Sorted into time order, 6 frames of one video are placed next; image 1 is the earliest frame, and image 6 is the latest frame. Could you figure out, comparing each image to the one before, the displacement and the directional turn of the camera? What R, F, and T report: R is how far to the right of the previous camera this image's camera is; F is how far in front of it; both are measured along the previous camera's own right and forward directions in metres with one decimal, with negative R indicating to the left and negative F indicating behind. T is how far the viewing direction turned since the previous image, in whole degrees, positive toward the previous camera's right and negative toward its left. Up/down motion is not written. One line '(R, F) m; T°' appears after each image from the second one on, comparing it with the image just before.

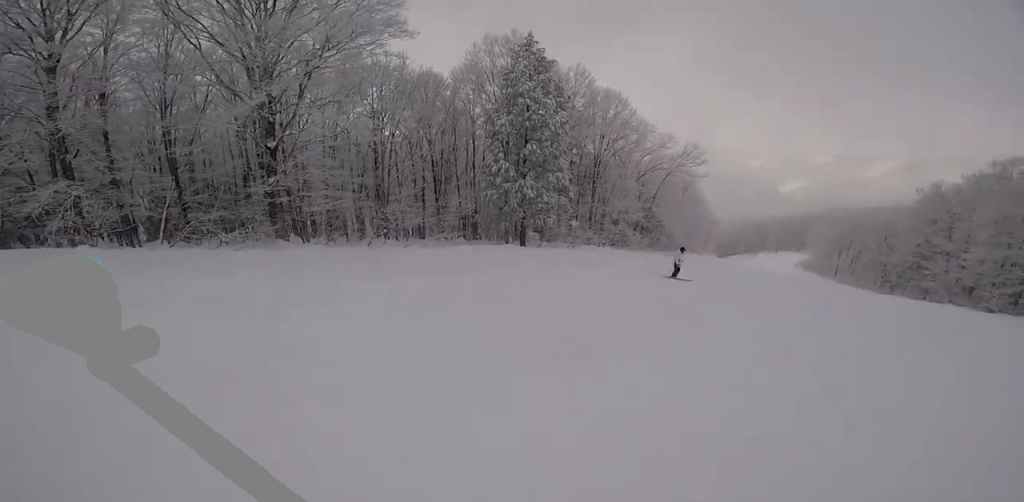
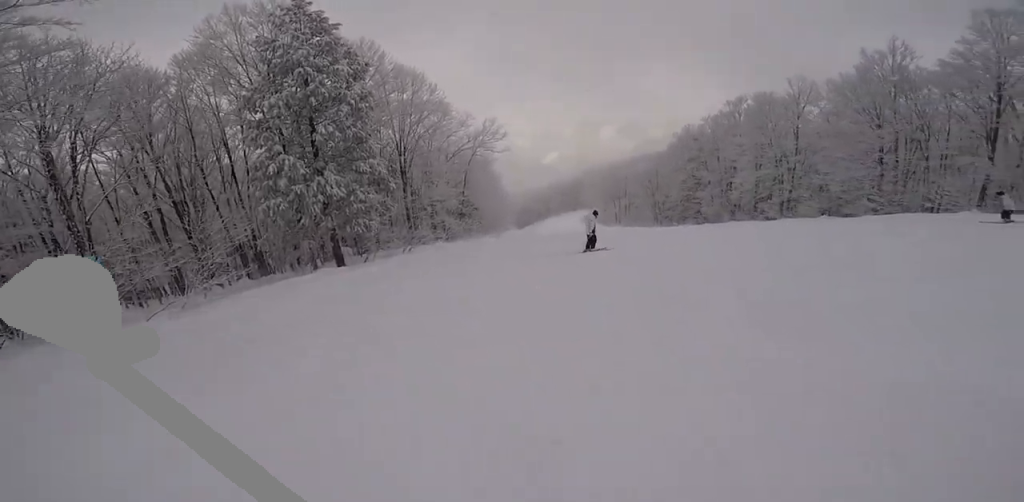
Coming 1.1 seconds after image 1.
(+0.2, +5.4) m; +25°
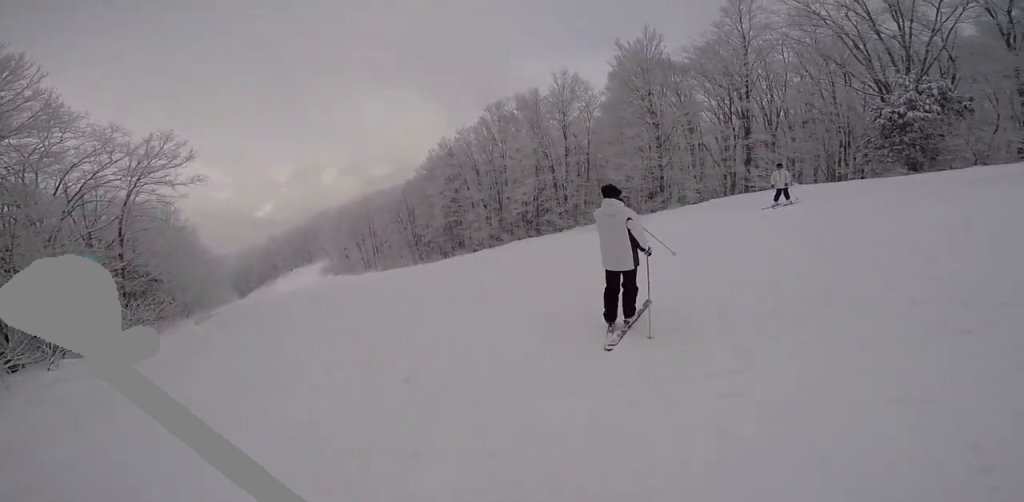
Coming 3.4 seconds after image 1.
(+4.1, +11.9) m; +29°
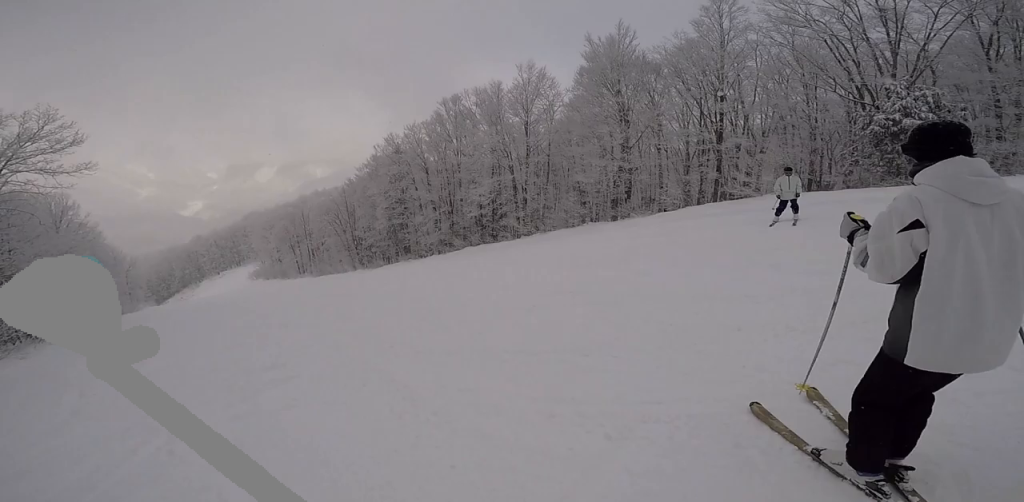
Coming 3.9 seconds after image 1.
(0.0, +3.2) m; +9°
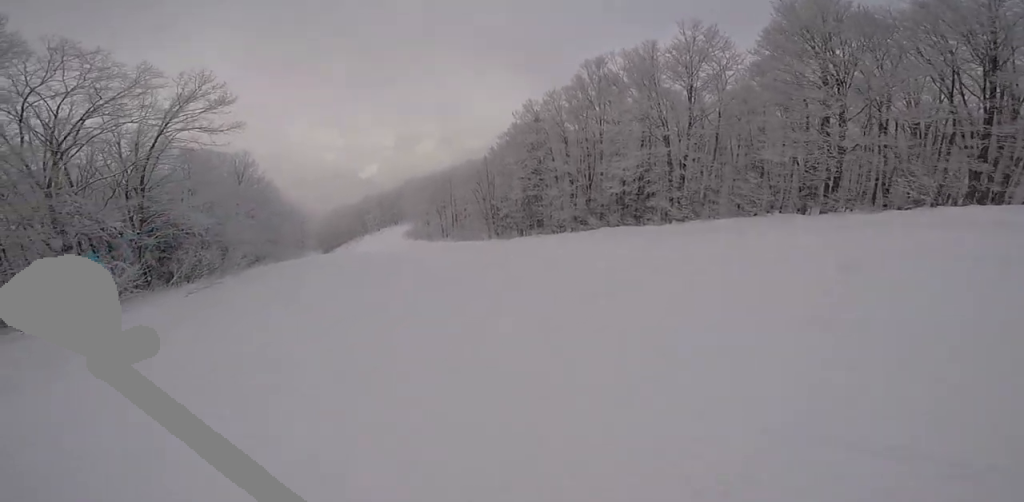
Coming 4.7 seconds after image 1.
(+1.2, +4.1) m; +9°
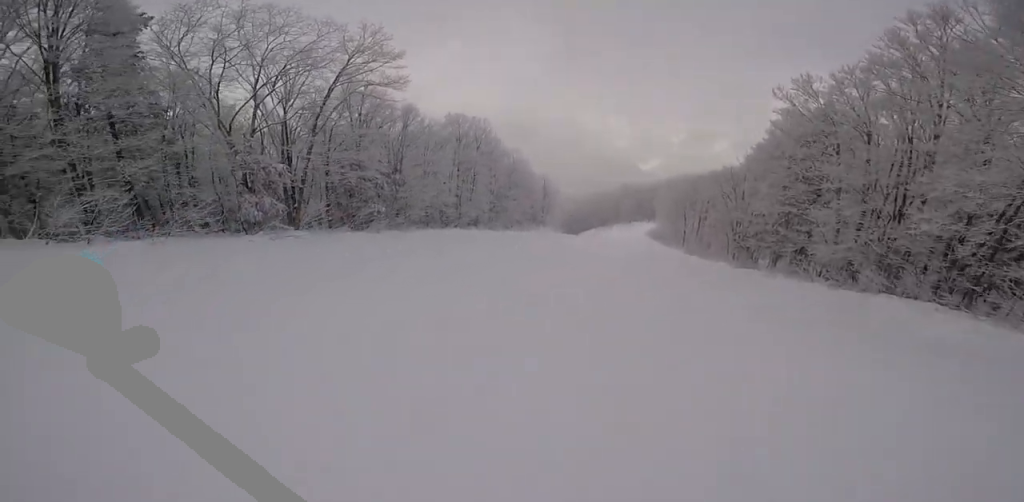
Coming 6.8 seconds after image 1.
(-3.2, +10.5) m; -44°
